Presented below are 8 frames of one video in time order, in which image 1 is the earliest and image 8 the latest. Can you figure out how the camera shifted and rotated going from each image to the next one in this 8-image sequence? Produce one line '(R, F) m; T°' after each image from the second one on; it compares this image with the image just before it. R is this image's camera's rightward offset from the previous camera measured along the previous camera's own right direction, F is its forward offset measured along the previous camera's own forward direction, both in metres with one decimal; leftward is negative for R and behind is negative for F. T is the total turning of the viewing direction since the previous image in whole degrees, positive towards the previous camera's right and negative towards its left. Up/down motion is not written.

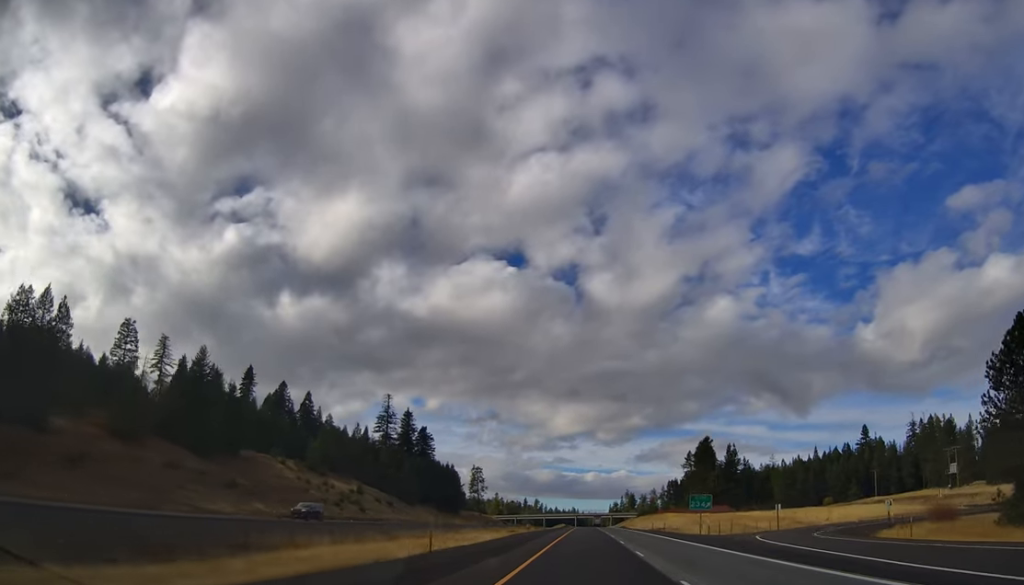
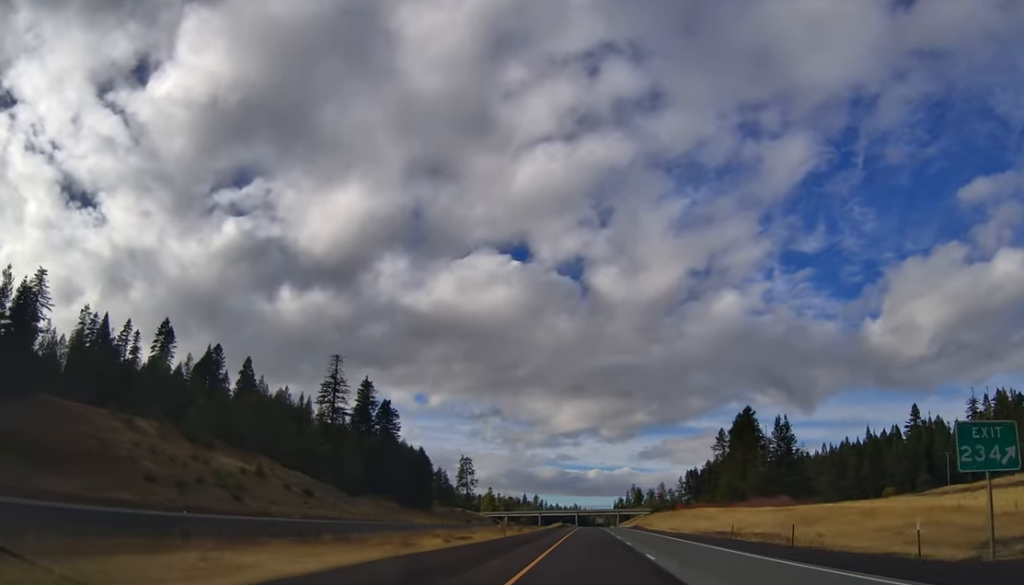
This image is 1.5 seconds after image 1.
(-0.1, +50.8) m; 0°
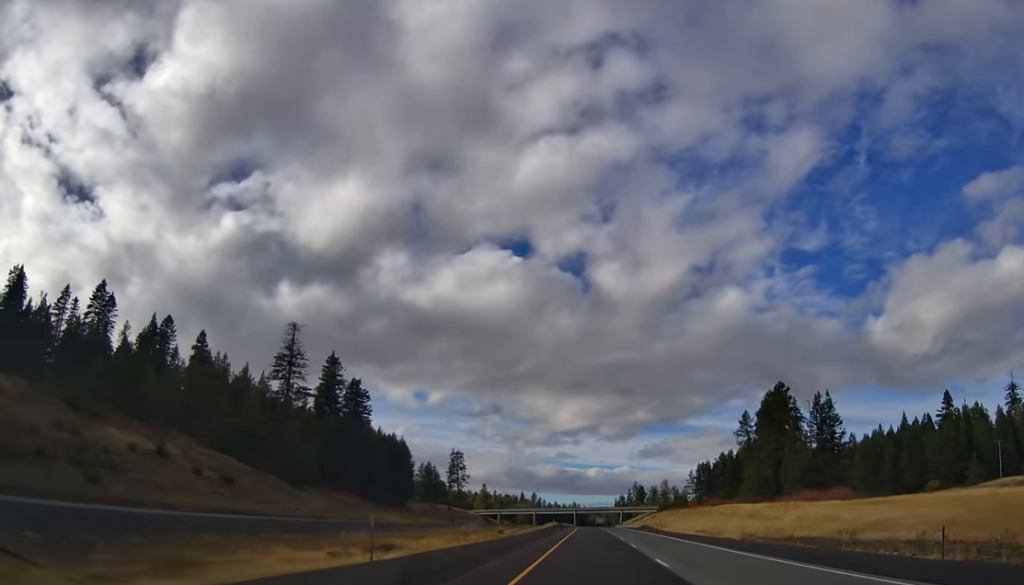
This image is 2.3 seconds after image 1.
(-0.1, +27.7) m; +1°
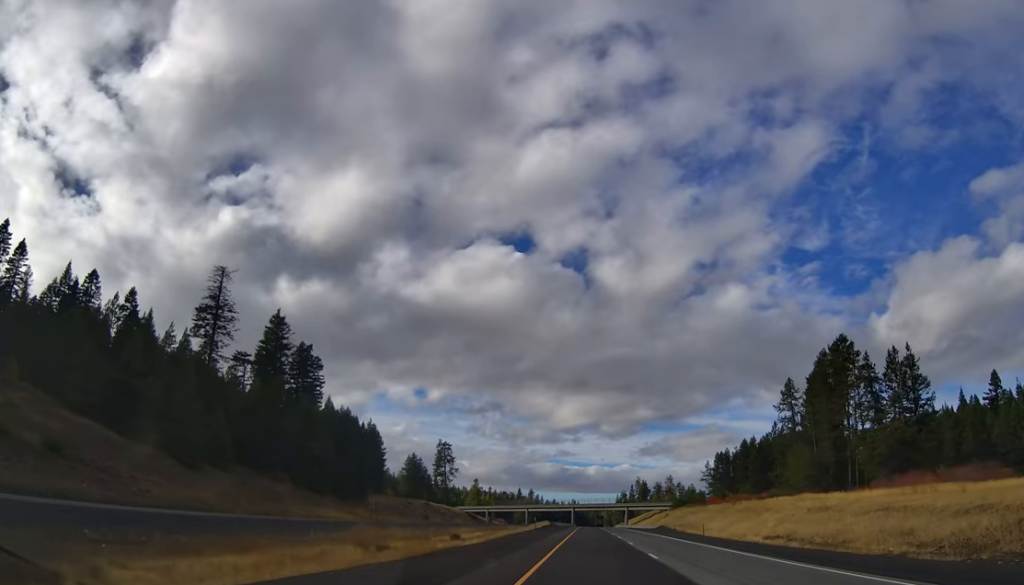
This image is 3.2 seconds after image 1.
(+0.6, +33.4) m; 0°
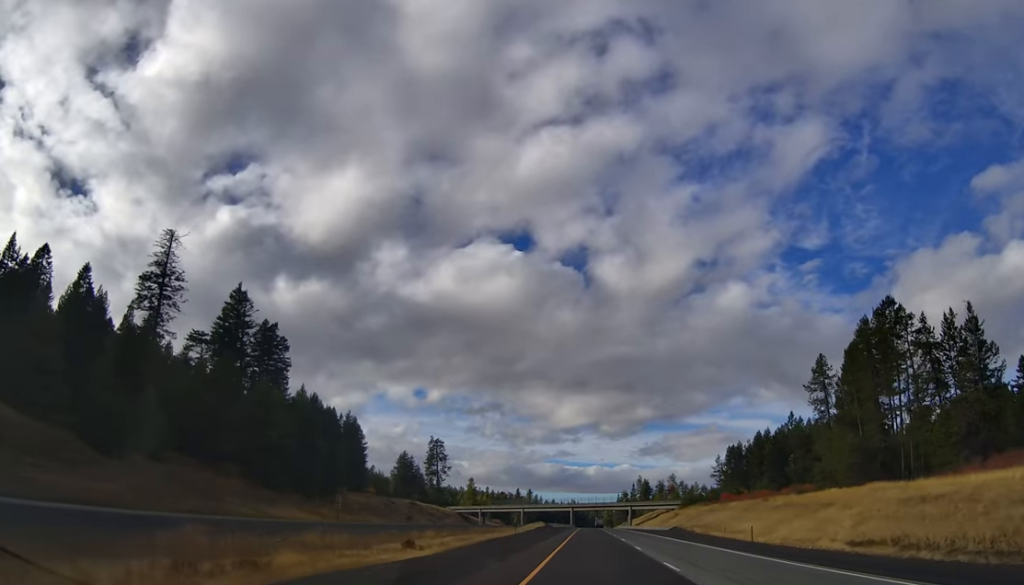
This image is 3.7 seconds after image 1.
(-0.1, +17.3) m; 0°
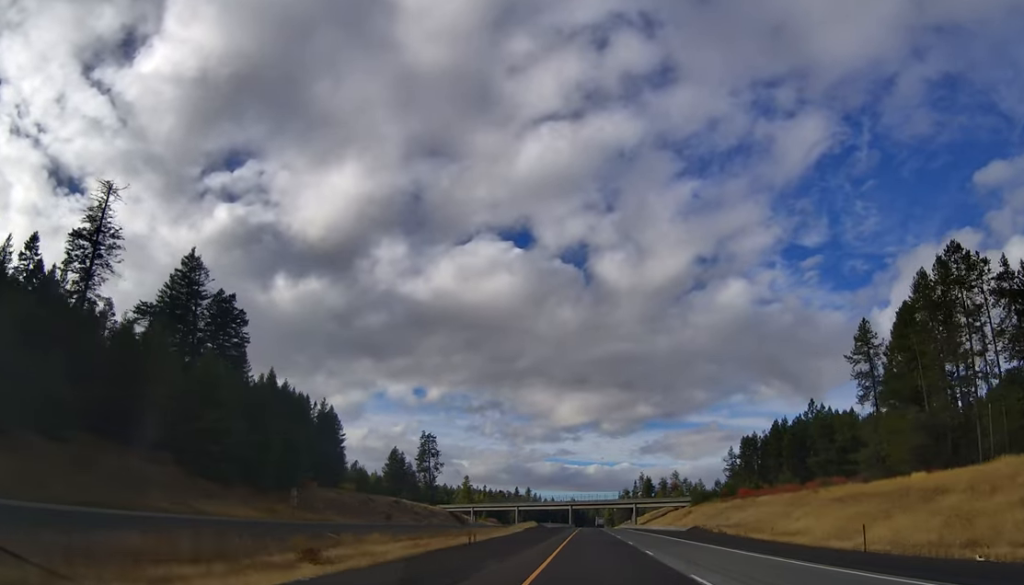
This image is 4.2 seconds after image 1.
(-0.1, +17.3) m; 0°
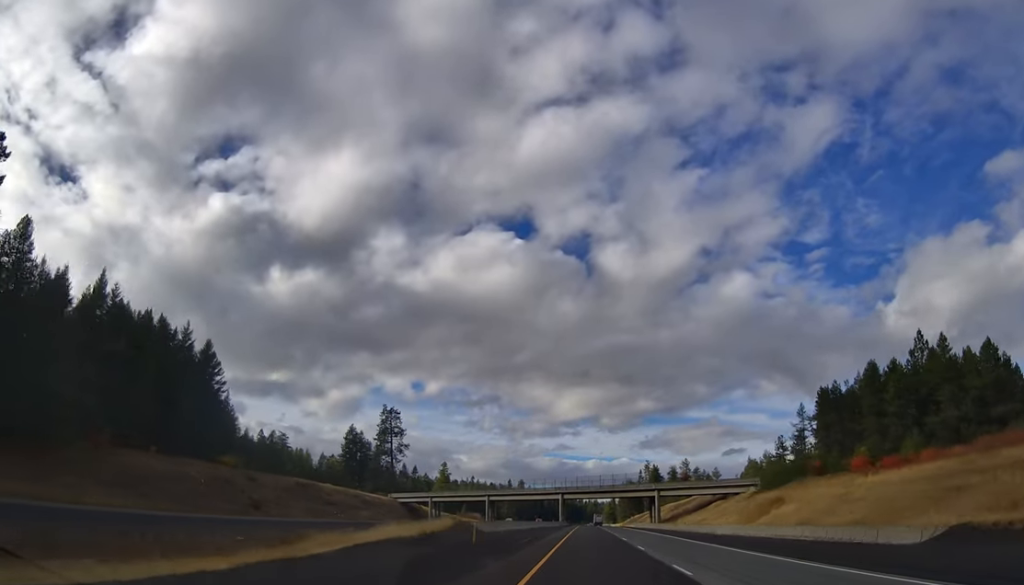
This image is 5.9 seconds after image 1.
(0.0, +58.6) m; +1°
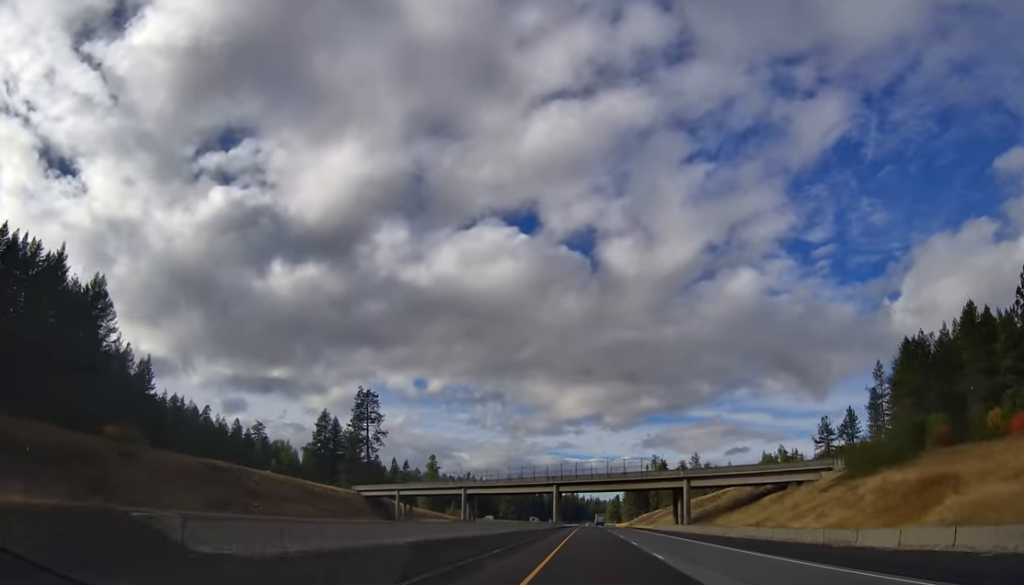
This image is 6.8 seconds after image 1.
(+0.4, +31.1) m; 0°
